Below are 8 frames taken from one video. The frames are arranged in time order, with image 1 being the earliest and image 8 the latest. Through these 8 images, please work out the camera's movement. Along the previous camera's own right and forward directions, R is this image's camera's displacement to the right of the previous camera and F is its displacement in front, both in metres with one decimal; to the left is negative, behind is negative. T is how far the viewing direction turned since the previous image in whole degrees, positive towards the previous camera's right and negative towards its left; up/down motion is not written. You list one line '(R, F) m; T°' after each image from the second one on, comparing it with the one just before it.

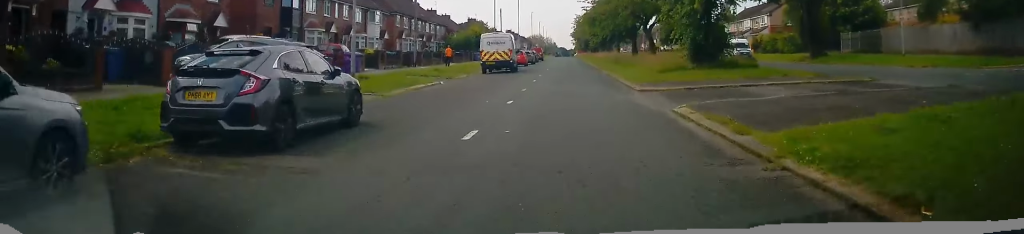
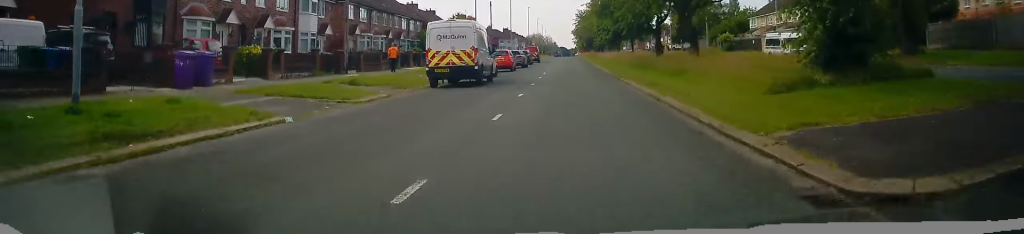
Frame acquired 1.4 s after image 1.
(0.0, +14.8) m; -1°
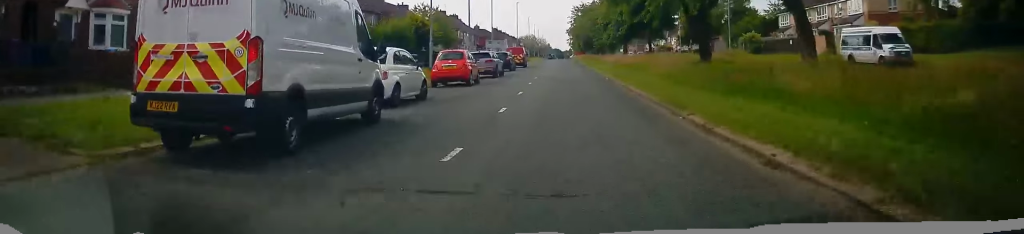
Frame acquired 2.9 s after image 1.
(-0.1, +16.0) m; +1°
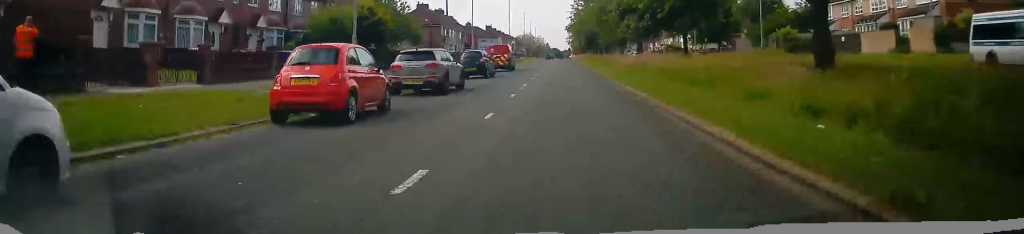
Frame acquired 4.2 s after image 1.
(+0.2, +13.6) m; +1°
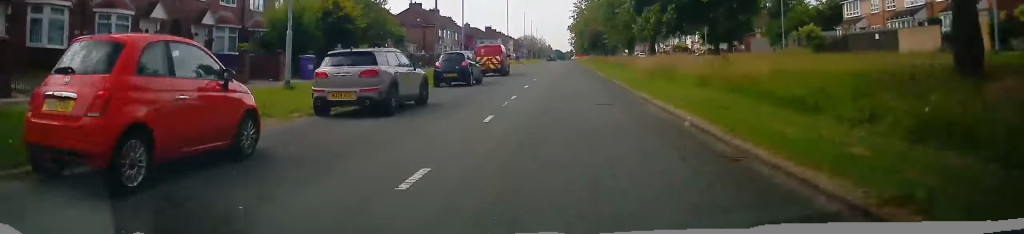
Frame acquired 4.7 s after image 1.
(0.0, +6.1) m; 0°
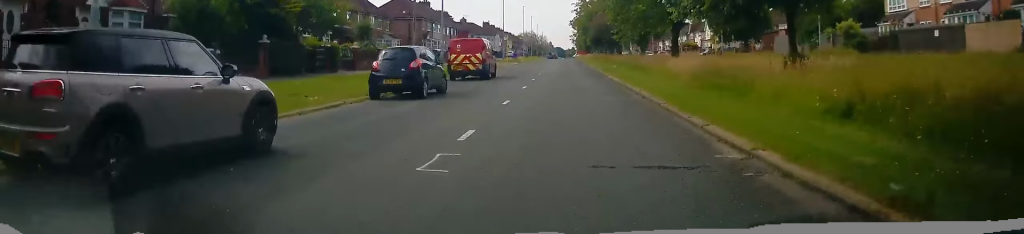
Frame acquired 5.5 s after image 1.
(0.0, +8.7) m; 0°
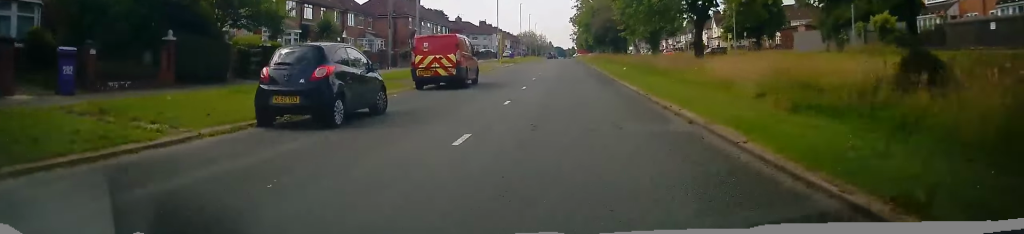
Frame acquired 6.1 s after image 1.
(+0.1, +6.5) m; 0°
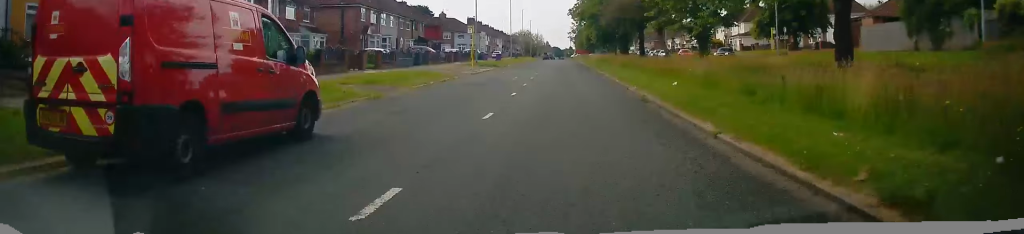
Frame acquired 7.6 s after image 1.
(-0.1, +16.5) m; -1°
